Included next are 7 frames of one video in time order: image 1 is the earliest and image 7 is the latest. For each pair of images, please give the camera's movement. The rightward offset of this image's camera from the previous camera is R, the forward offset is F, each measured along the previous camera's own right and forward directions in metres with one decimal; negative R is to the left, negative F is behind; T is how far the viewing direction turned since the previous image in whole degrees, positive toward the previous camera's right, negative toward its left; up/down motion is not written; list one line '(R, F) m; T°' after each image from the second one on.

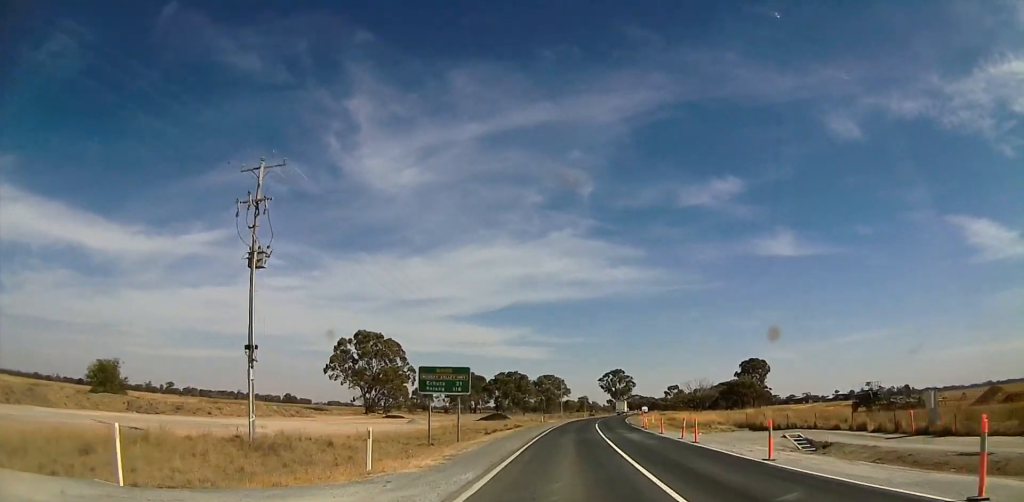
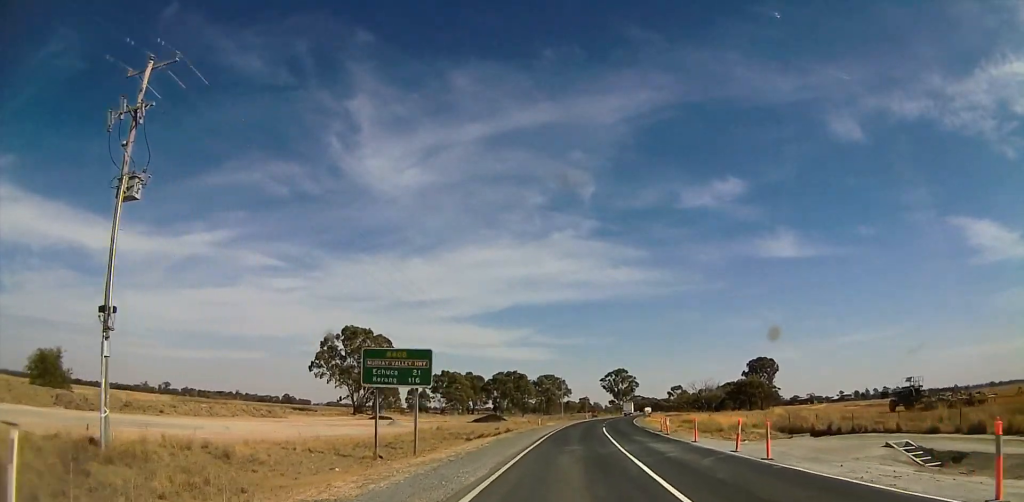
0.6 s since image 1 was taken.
(0.0, +9.4) m; 0°
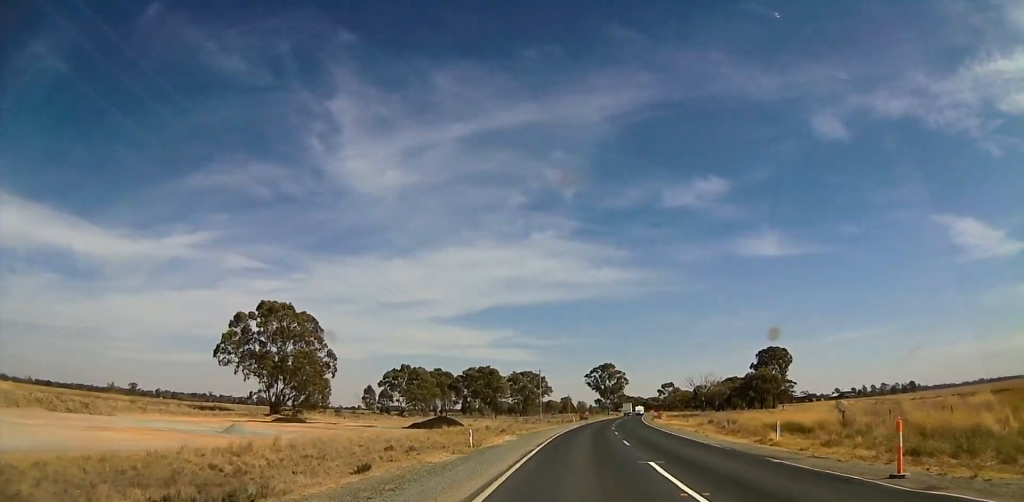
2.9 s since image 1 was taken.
(0.0, +36.2) m; 0°
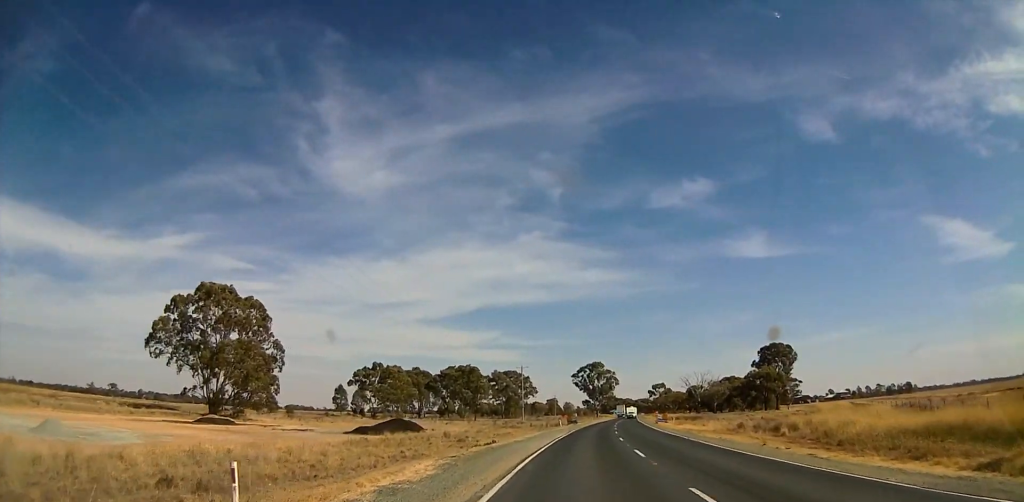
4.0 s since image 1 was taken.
(+0.2, +17.0) m; +2°
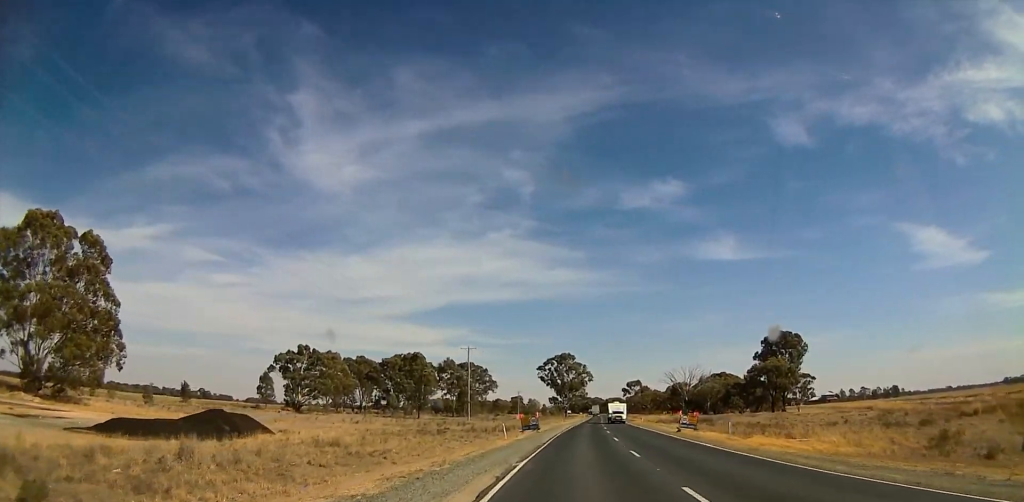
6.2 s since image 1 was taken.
(+1.0, +35.6) m; +2°
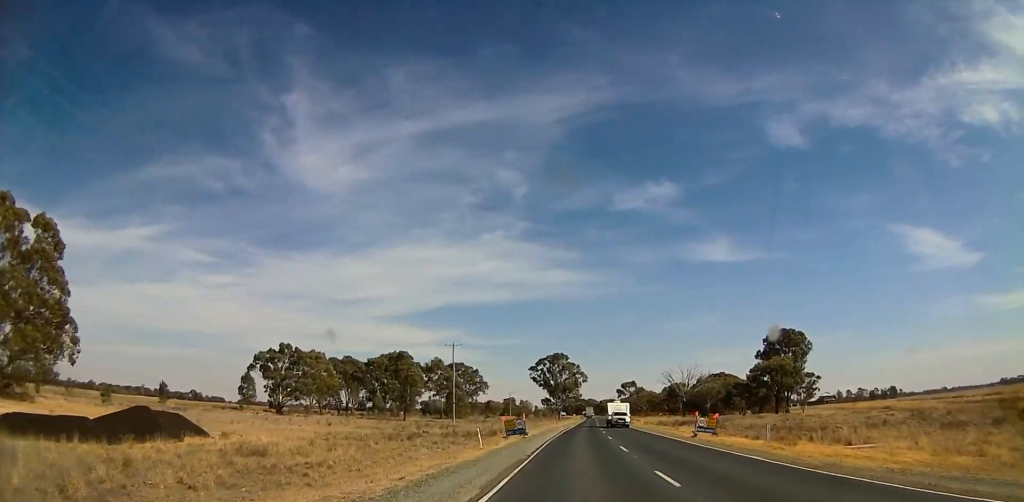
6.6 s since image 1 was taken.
(-0.1, +7.7) m; 0°
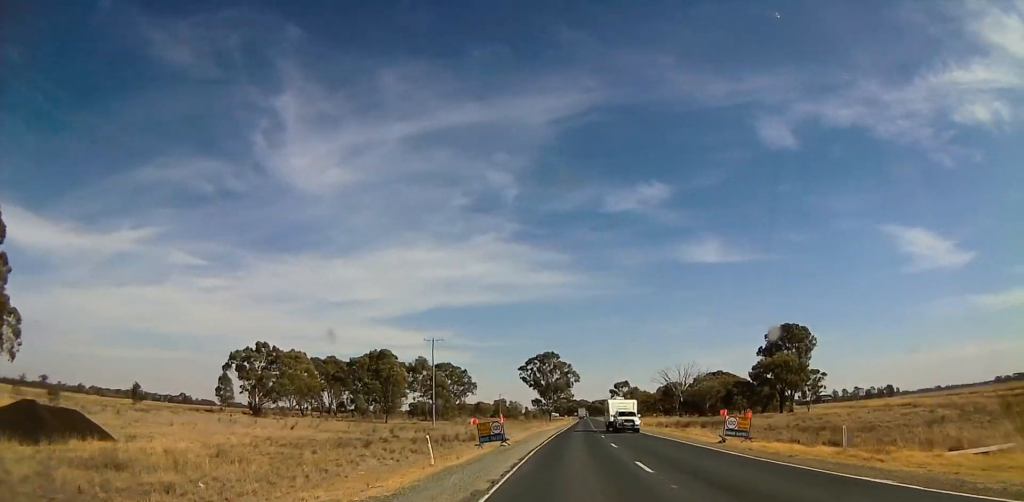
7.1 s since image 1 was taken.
(+0.2, +9.0) m; +2°
